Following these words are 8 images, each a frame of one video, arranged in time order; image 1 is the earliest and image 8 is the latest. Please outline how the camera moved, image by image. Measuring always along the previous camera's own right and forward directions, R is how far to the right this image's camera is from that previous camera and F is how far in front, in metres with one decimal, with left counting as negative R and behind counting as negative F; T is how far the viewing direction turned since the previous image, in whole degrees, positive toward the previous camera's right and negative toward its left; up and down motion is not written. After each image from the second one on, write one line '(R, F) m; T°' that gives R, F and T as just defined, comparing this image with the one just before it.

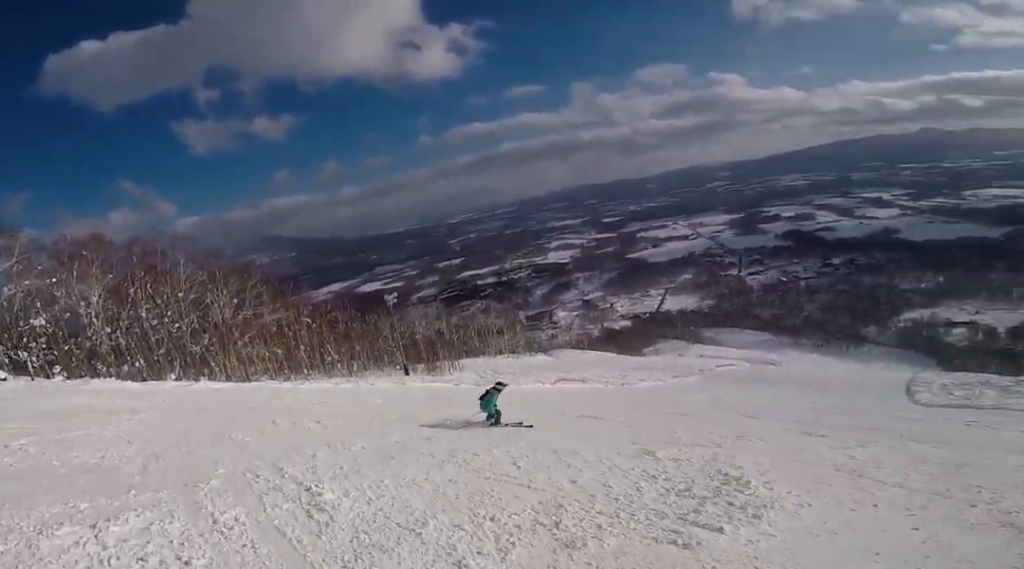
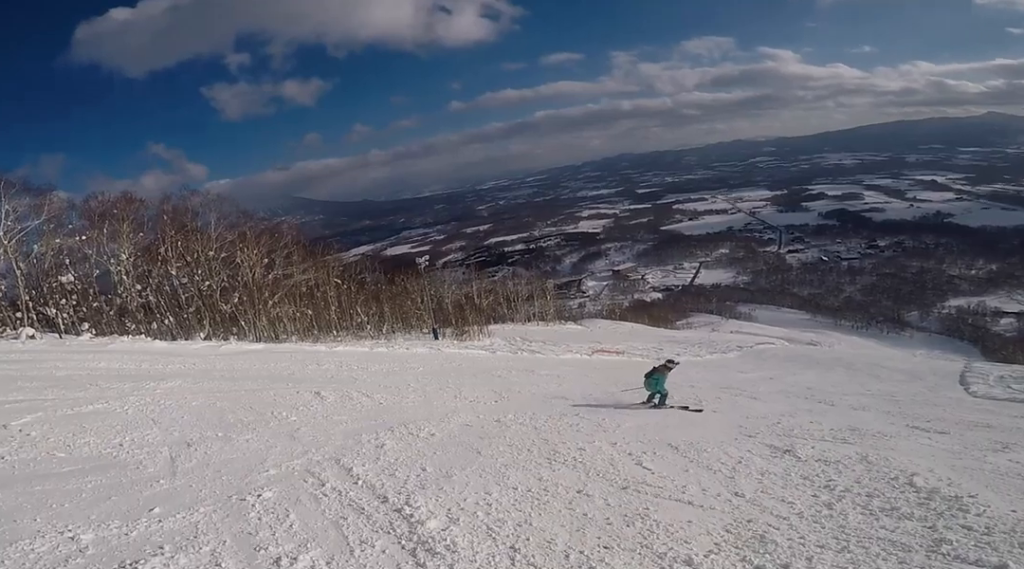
(+0.1, +1.7) m; +16°
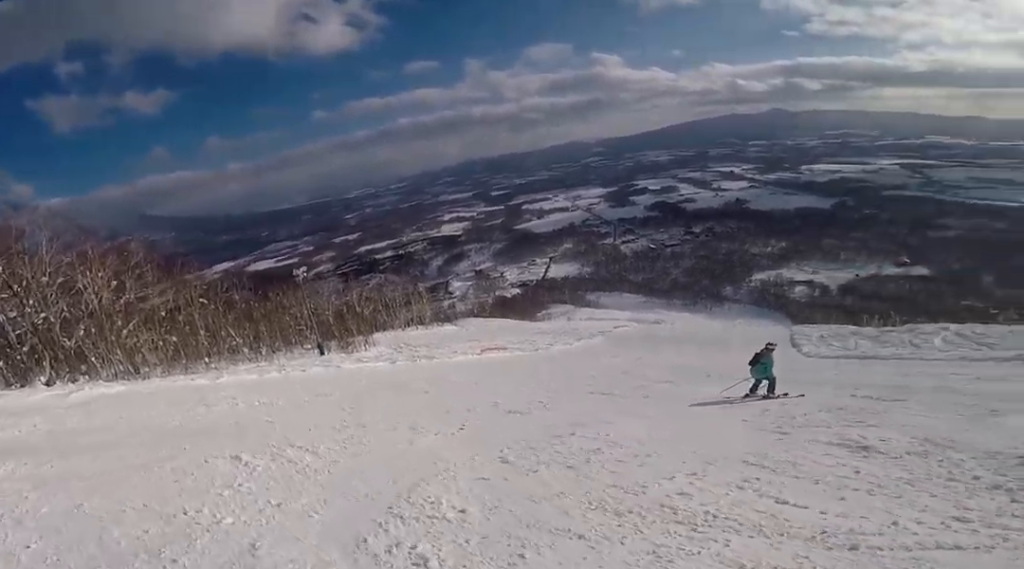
(+0.3, +2.5) m; +32°
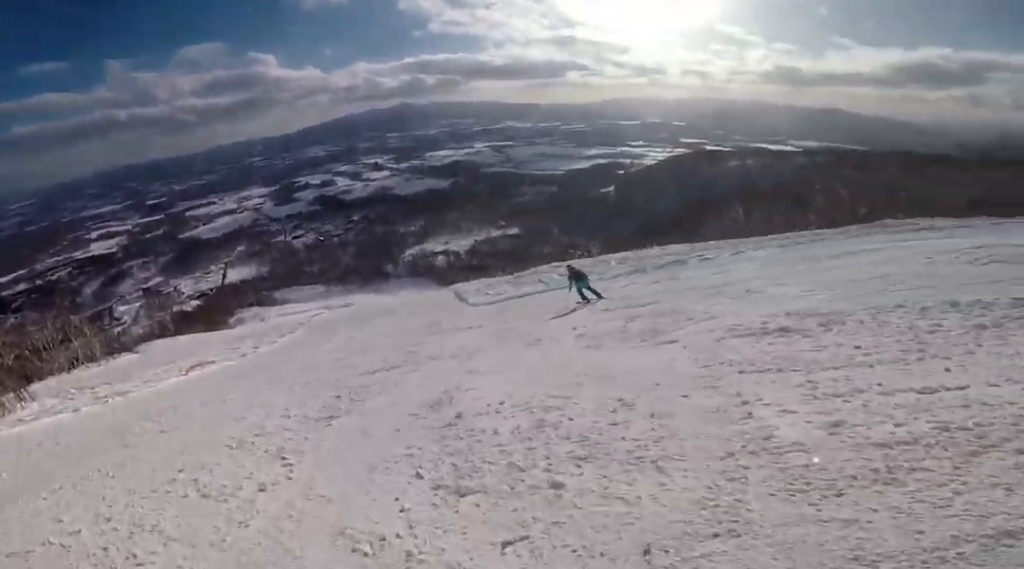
(+1.3, +3.1) m; +42°
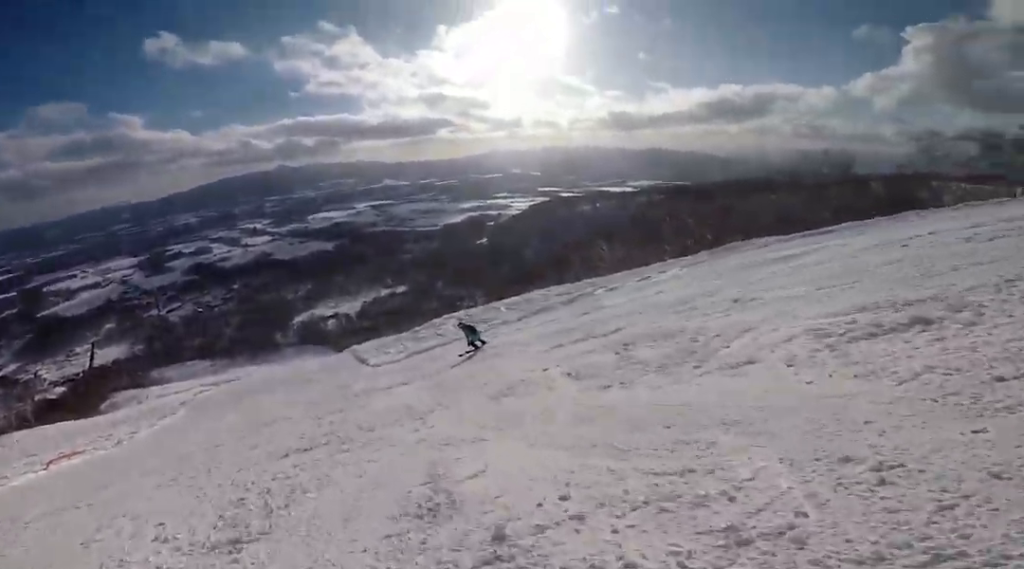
(+0.7, +2.5) m; +14°
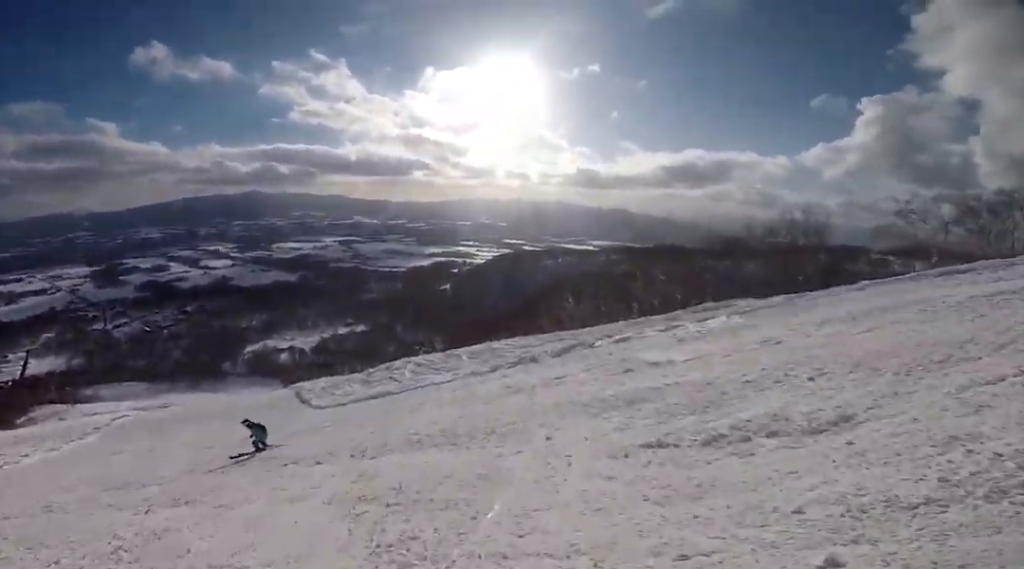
(+0.9, +4.9) m; +12°
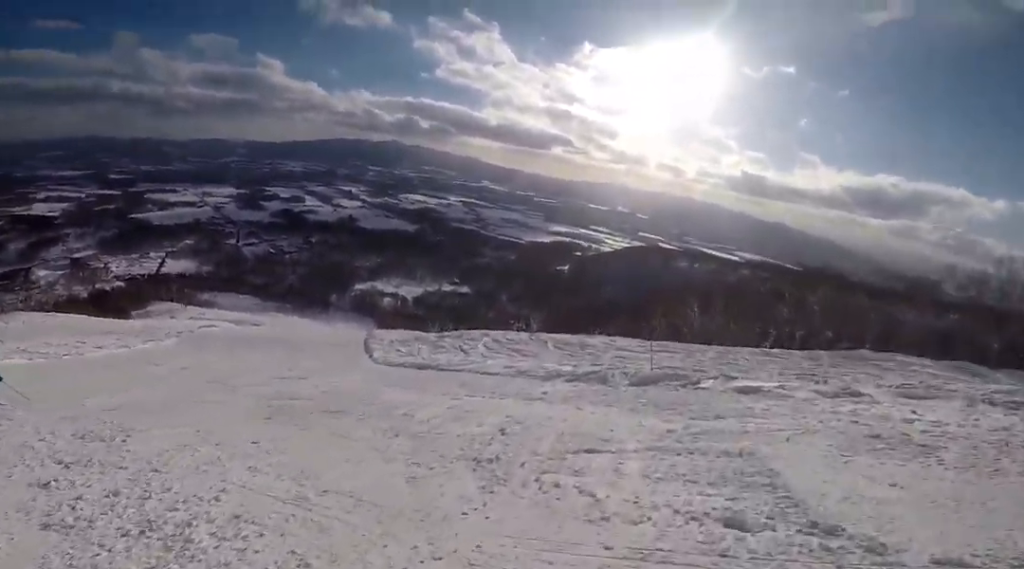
(0.0, +5.7) m; -16°
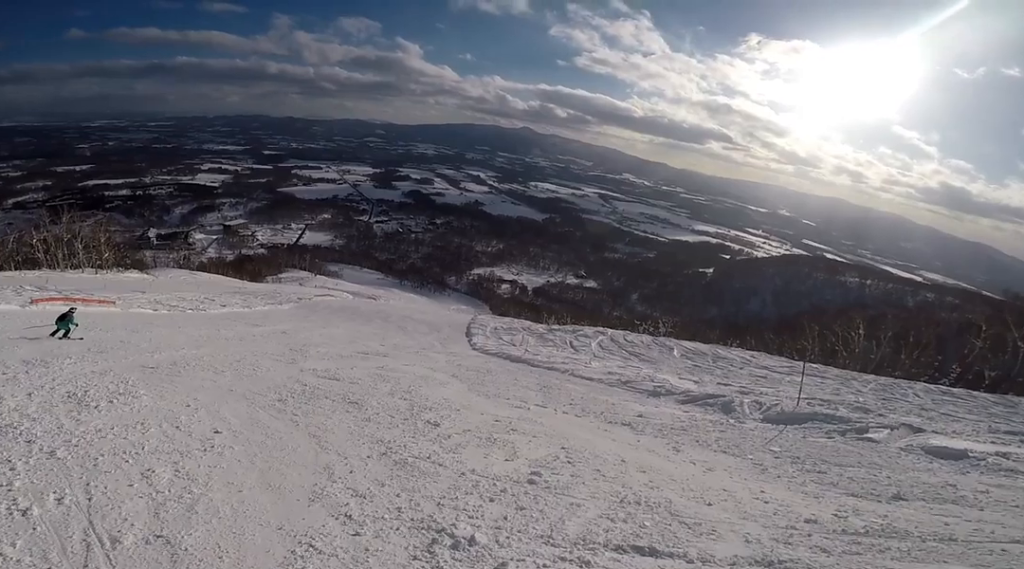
(-0.7, +2.7) m; -30°
